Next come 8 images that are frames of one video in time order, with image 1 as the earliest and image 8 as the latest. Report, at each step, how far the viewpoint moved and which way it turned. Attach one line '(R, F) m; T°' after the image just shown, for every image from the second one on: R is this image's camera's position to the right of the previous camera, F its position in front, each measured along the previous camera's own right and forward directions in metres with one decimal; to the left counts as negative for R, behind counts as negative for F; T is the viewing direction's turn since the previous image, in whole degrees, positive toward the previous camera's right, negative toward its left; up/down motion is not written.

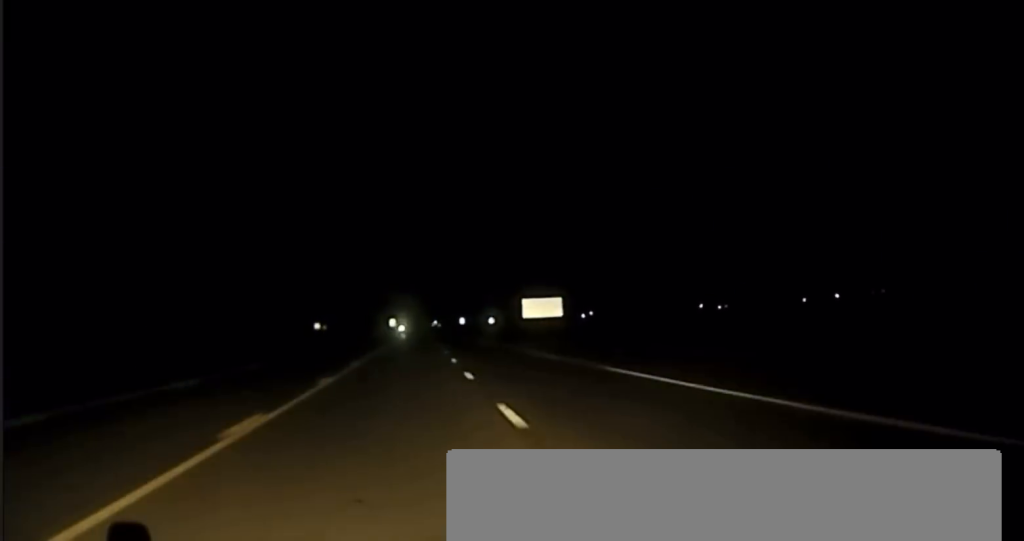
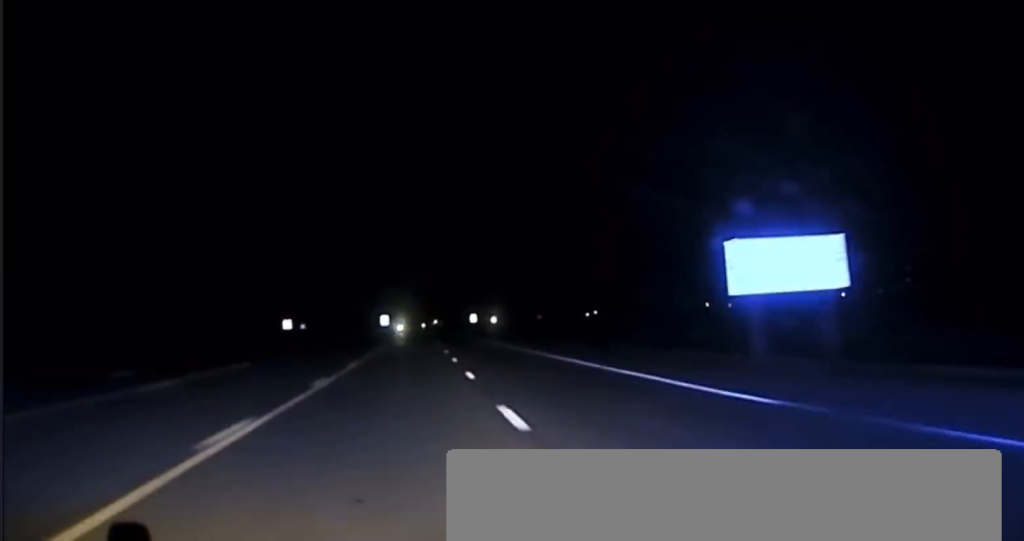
(+0.8, +61.7) m; +1°
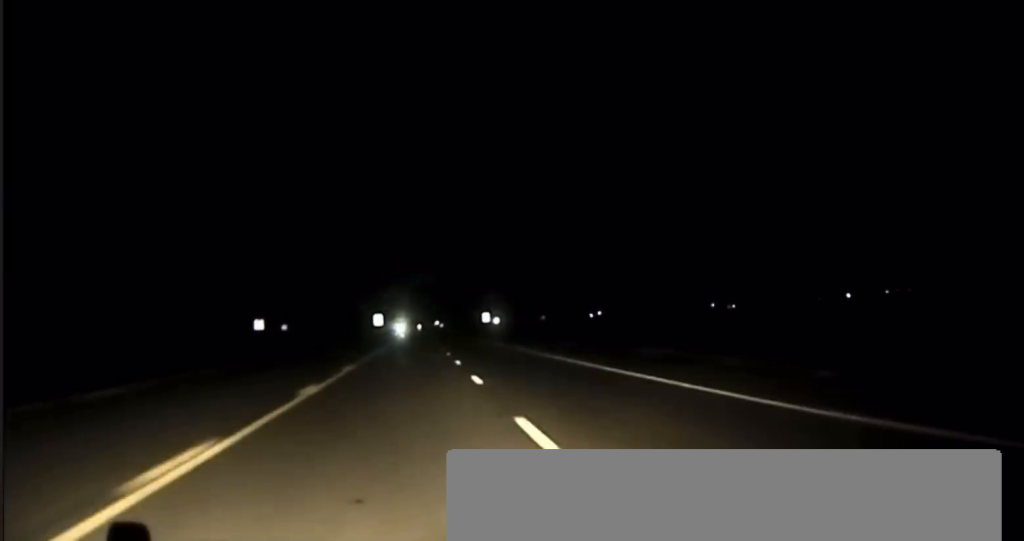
(0.0, +39.3) m; 0°
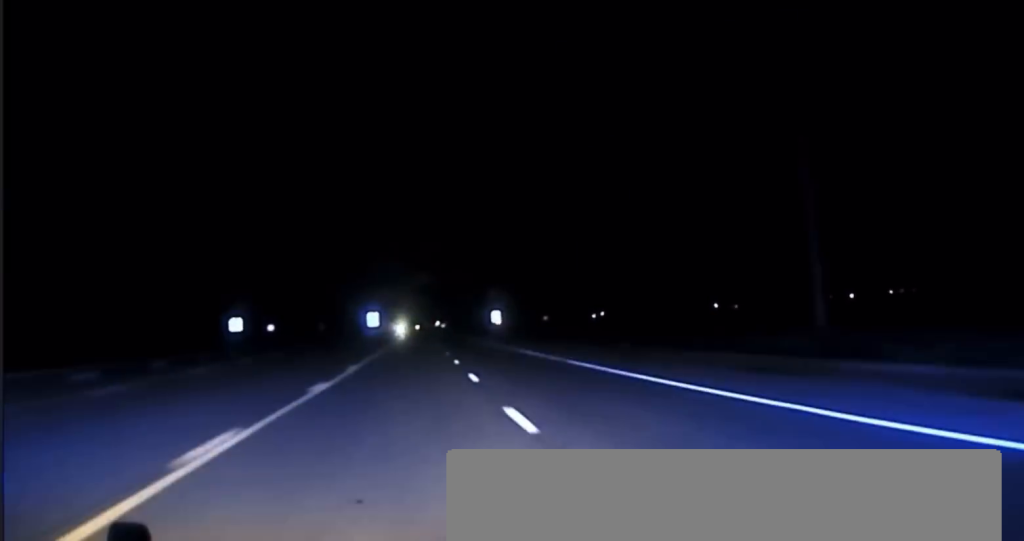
(0.0, +22.4) m; 0°
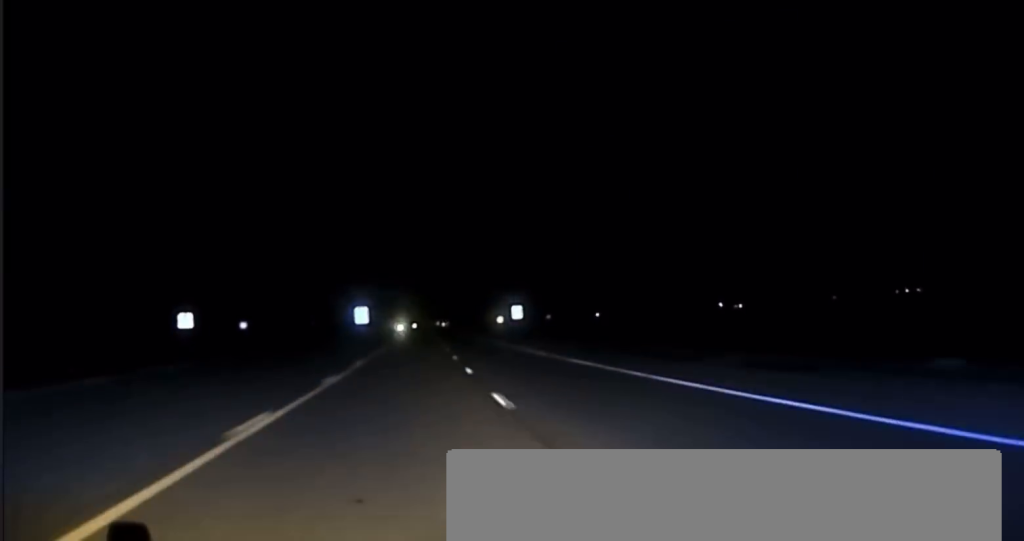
(0.0, +33.7) m; -1°
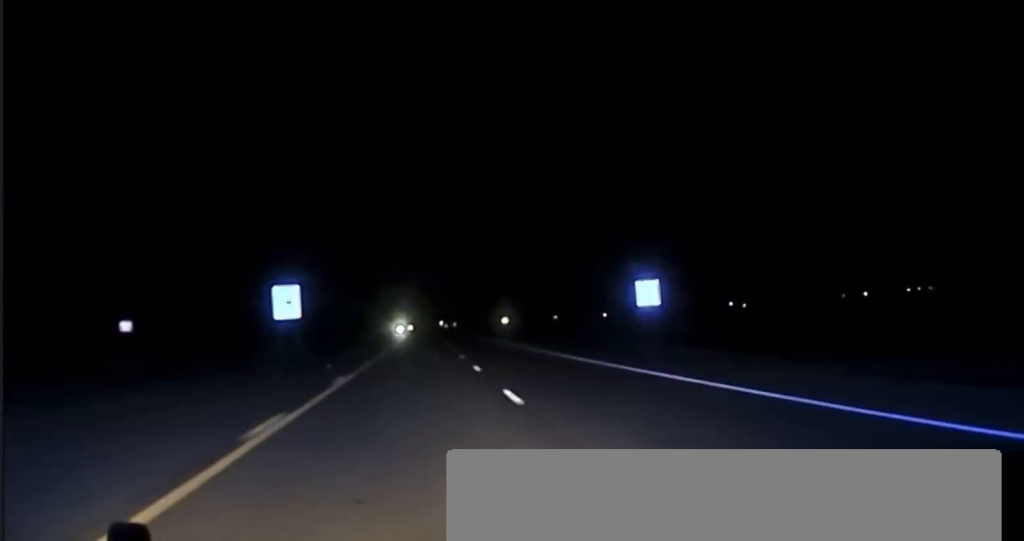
(-0.4, +72.7) m; 0°
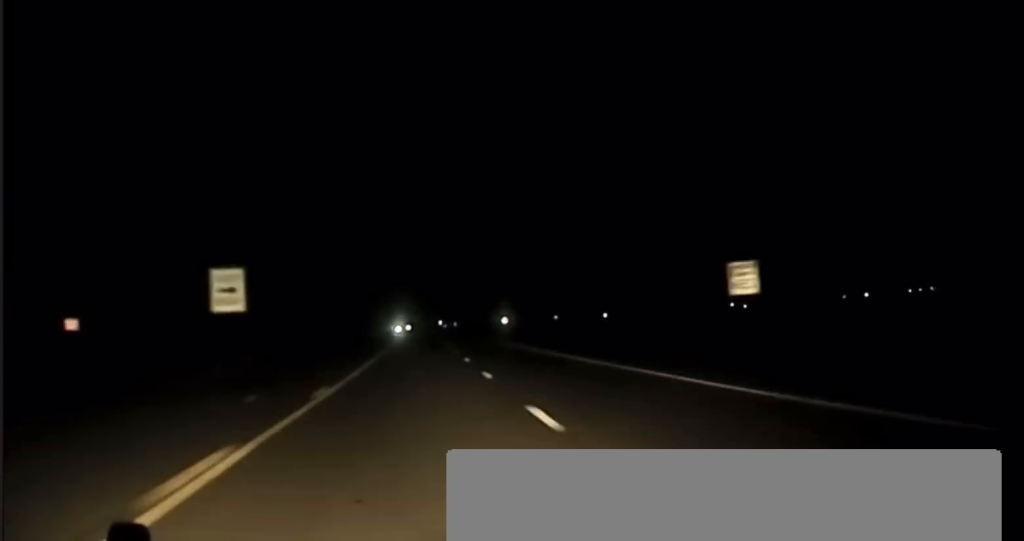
(+0.1, +16.7) m; 0°
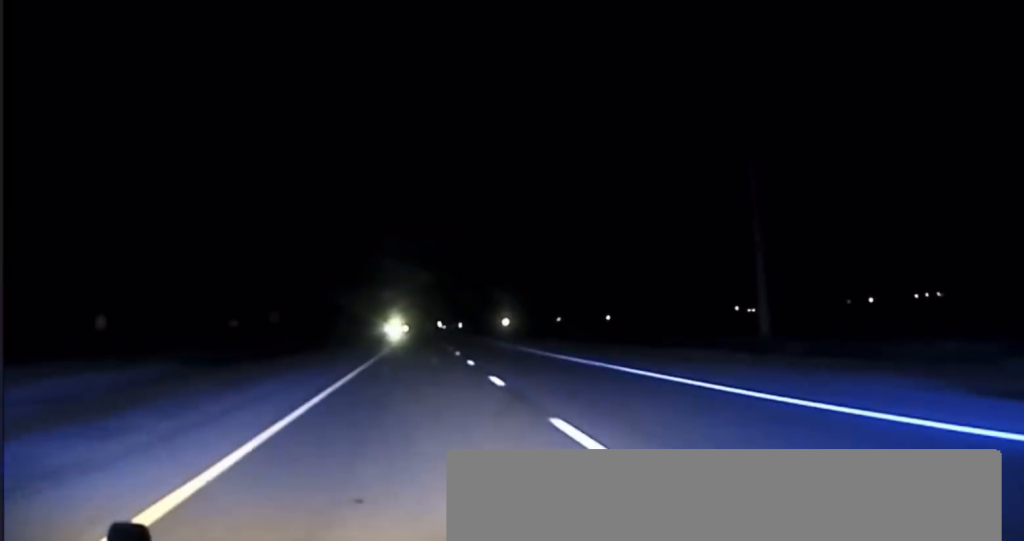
(0.0, +51.5) m; 0°
